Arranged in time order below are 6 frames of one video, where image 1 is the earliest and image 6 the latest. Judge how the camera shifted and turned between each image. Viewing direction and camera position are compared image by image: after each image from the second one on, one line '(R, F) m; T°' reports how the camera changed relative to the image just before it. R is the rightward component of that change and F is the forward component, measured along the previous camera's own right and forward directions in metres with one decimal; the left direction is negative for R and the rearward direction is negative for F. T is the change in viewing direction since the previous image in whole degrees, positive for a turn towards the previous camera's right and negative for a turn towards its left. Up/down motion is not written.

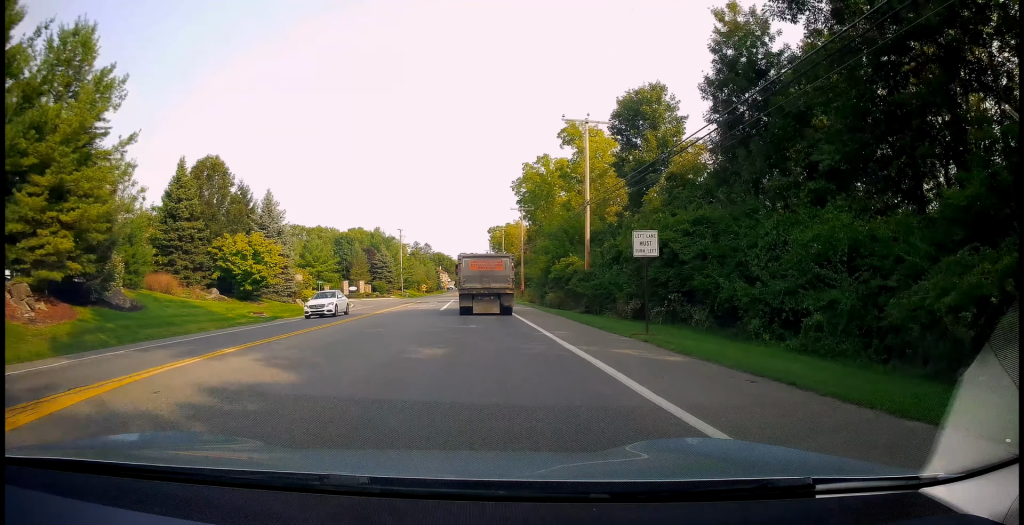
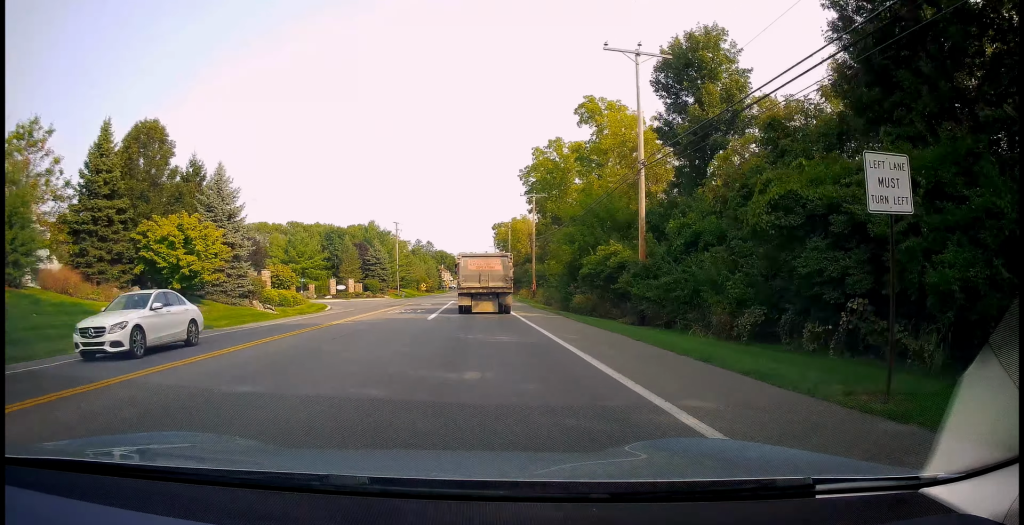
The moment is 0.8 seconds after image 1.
(0.0, +11.3) m; 0°
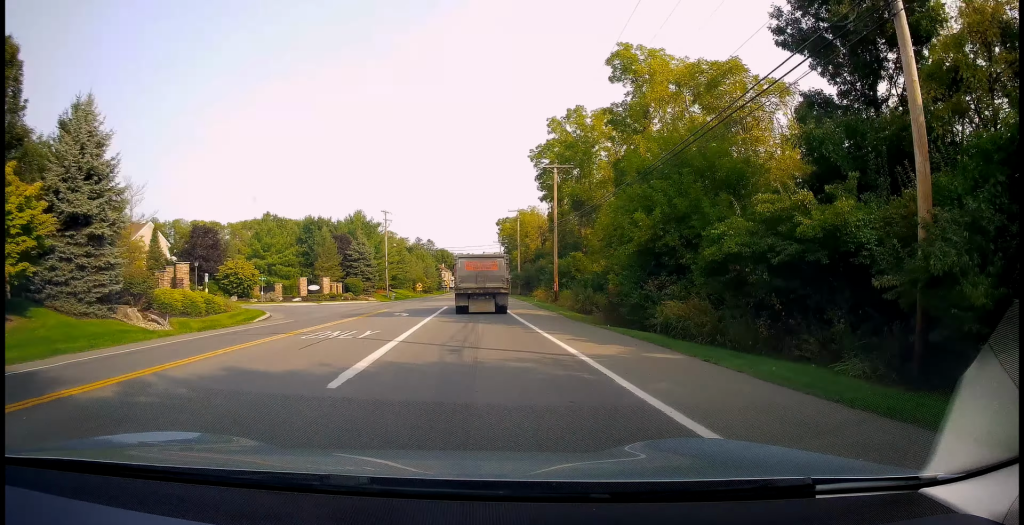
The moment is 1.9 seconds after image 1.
(+0.1, +16.1) m; 0°
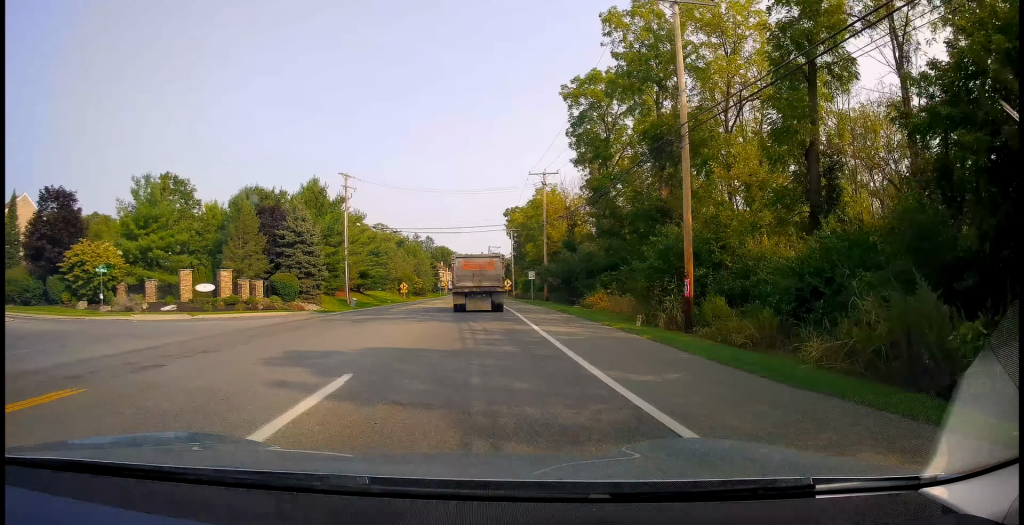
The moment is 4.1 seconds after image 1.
(-0.8, +31.0) m; -2°
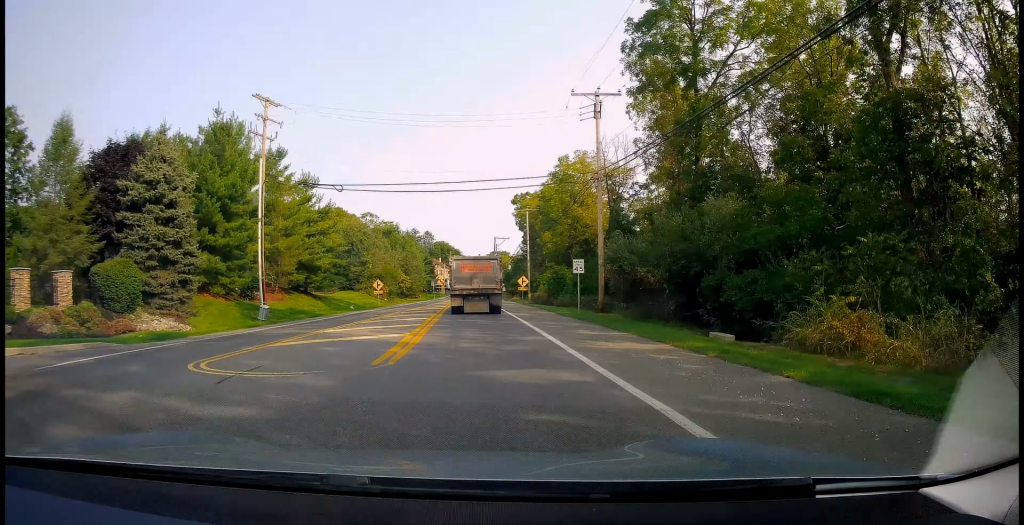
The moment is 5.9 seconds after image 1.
(+0.2, +25.6) m; 0°
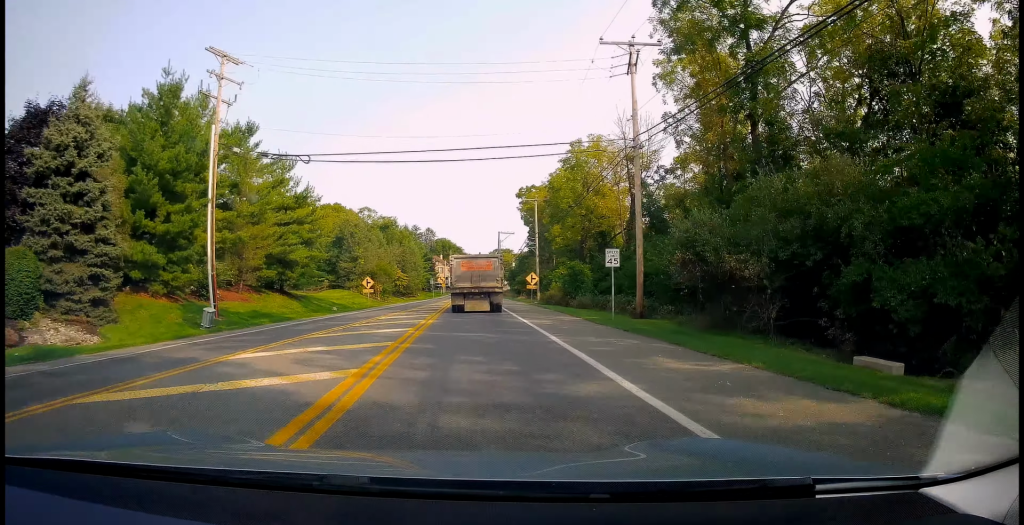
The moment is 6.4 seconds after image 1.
(+0.1, +7.8) m; -1°
